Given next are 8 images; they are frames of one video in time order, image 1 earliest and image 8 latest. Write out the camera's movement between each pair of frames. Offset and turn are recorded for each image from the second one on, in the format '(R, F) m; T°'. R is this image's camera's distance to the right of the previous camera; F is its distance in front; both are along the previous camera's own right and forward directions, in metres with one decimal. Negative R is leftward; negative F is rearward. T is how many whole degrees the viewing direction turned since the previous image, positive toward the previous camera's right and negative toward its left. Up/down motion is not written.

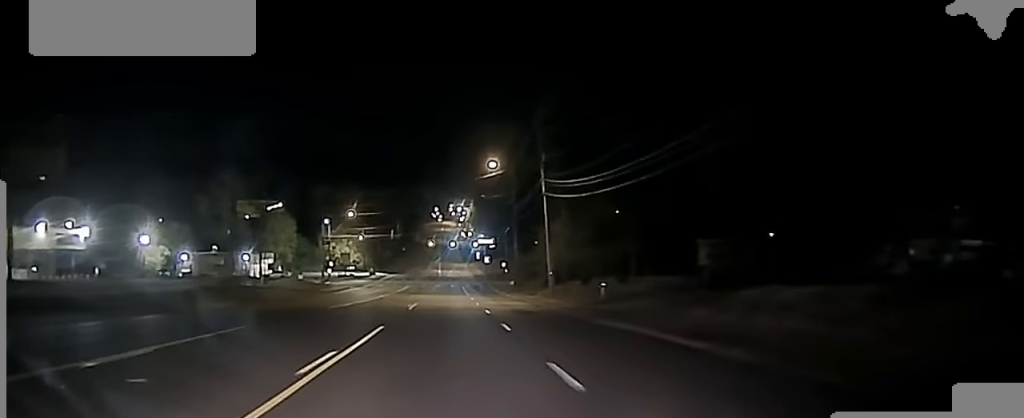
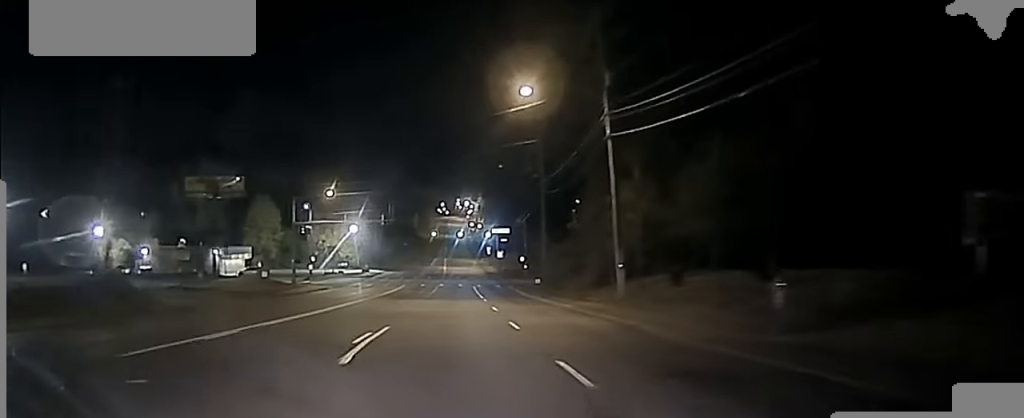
(-0.3, +25.4) m; -1°
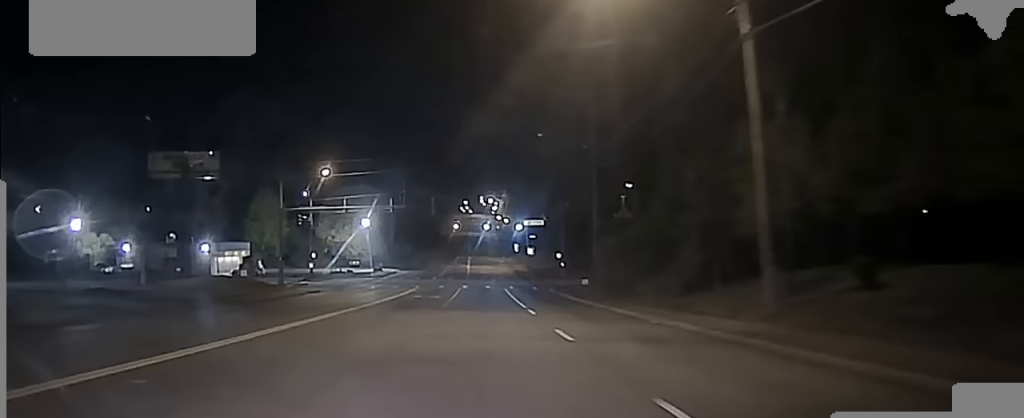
(-0.2, +19.3) m; -1°
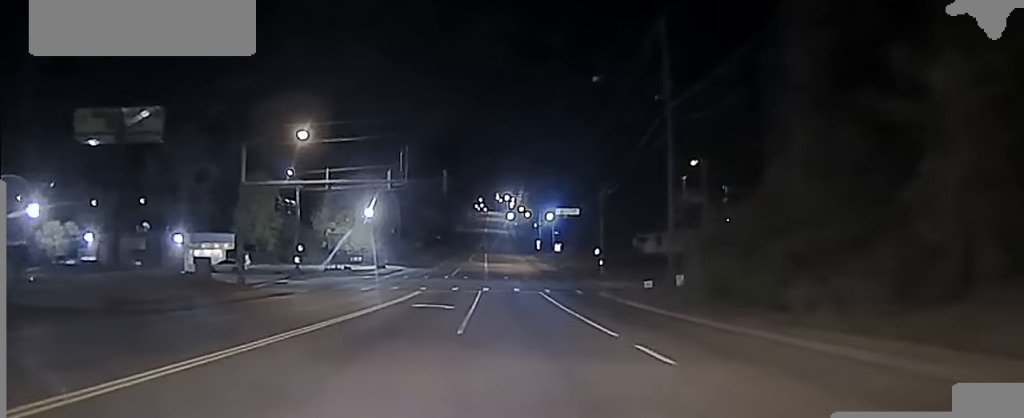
(0.0, +17.5) m; 0°
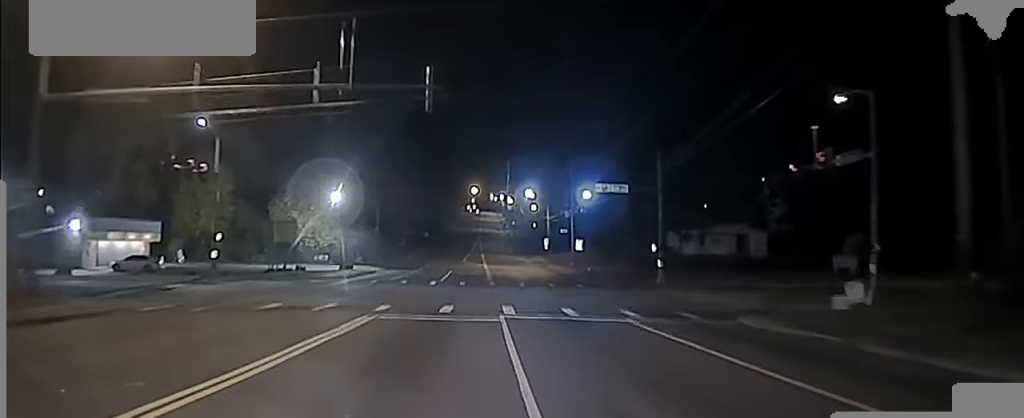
(0.0, +26.0) m; -1°
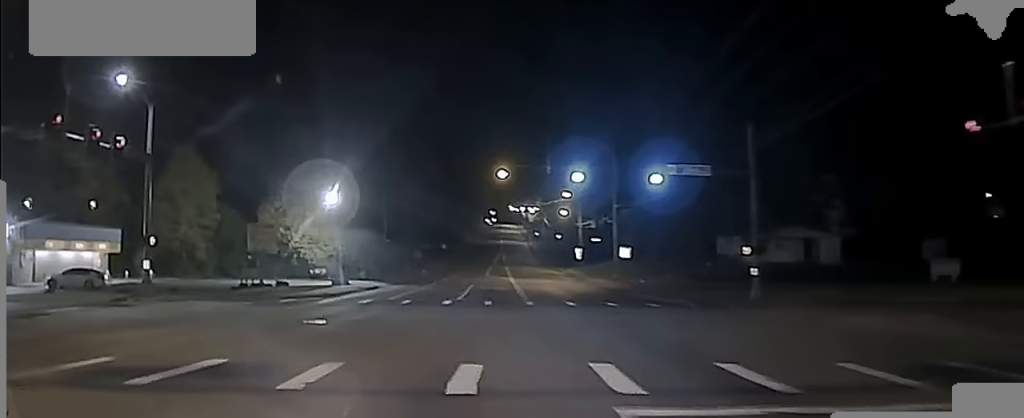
(-0.6, +14.5) m; -10°
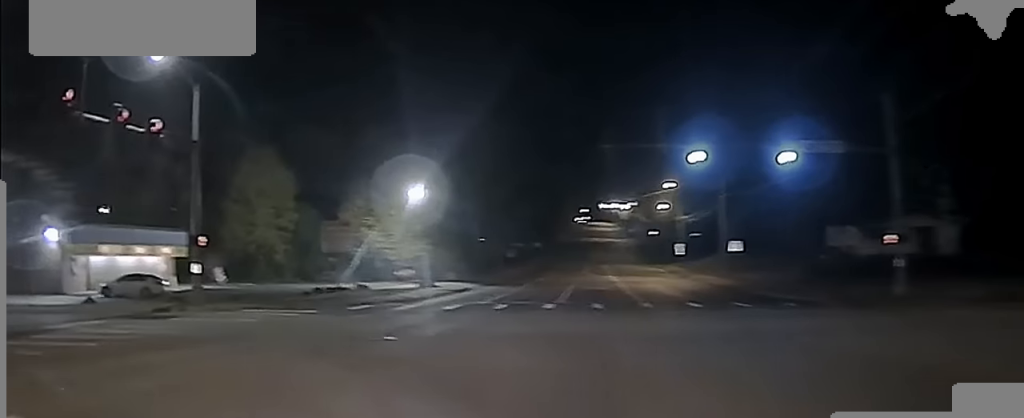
(-0.9, +5.6) m; -10°
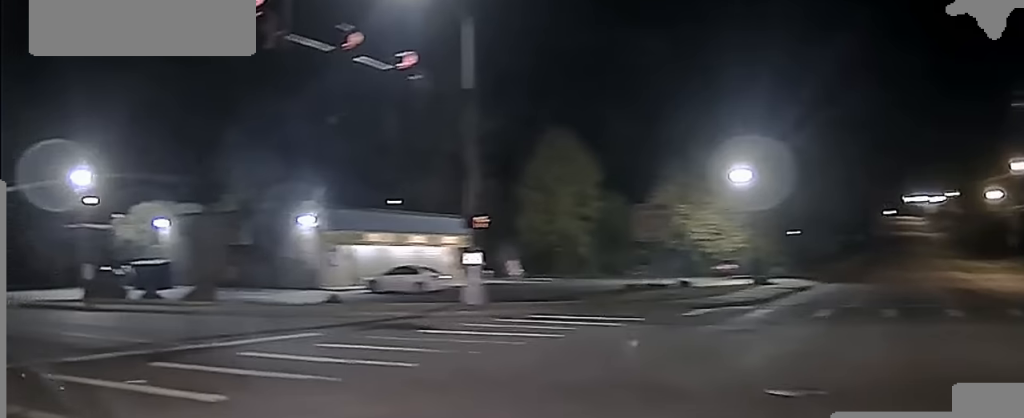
(-1.3, +8.4) m; -17°
